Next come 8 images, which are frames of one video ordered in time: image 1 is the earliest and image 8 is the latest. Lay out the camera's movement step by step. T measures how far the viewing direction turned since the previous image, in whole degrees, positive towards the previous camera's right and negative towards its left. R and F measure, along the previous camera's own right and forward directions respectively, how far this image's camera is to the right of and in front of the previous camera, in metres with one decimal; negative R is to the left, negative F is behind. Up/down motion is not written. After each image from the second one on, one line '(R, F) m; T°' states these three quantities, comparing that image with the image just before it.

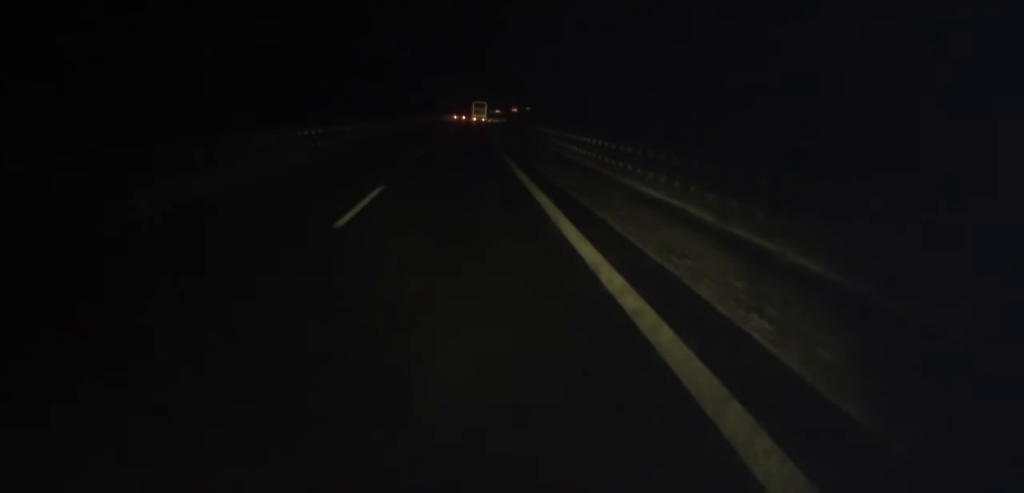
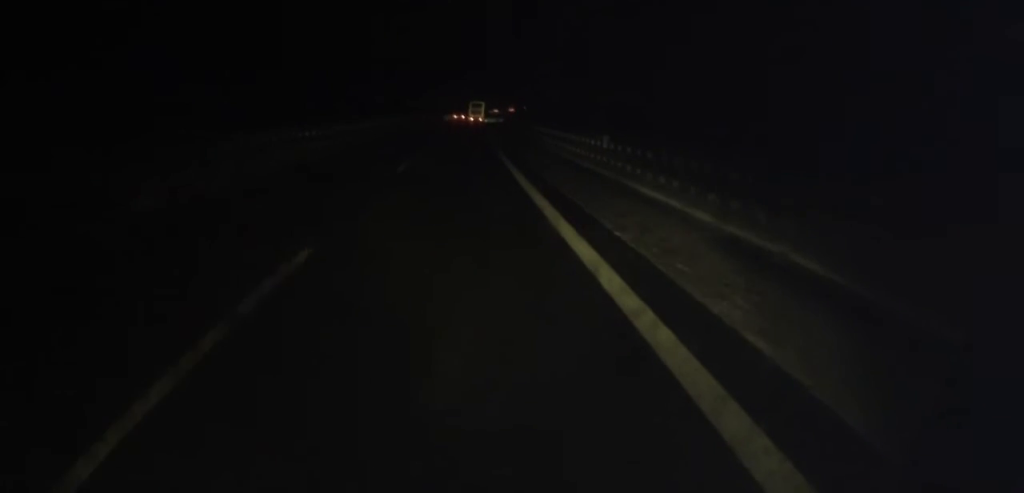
(-0.1, +26.1) m; +1°
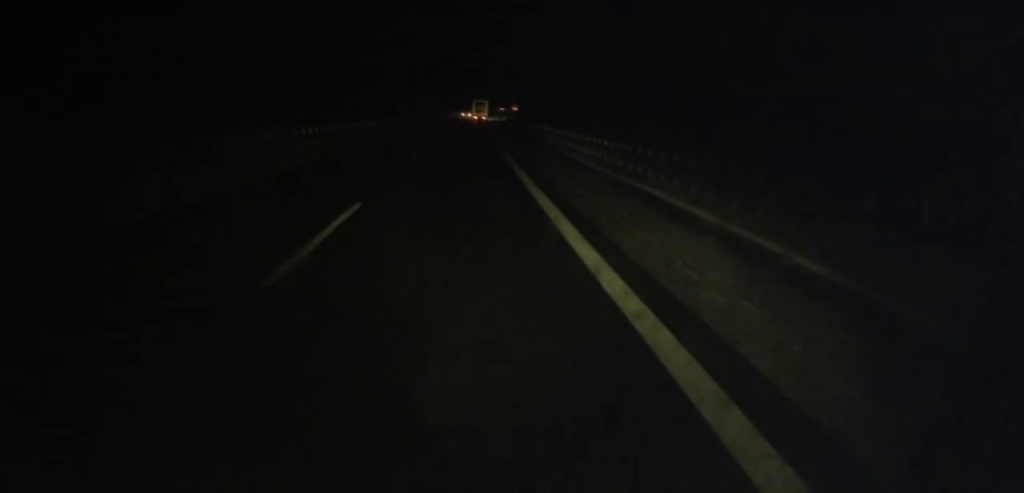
(+0.6, +32.7) m; +1°
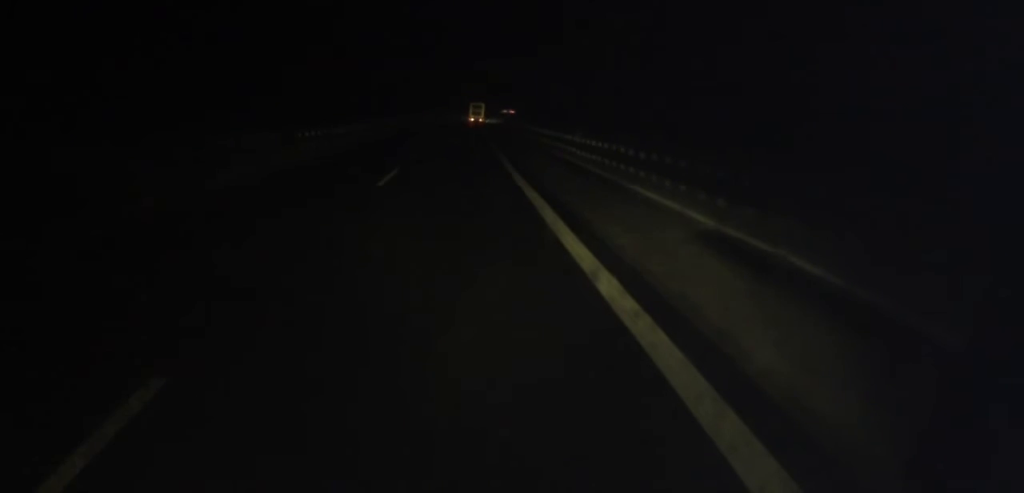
(+0.1, +67.4) m; +1°
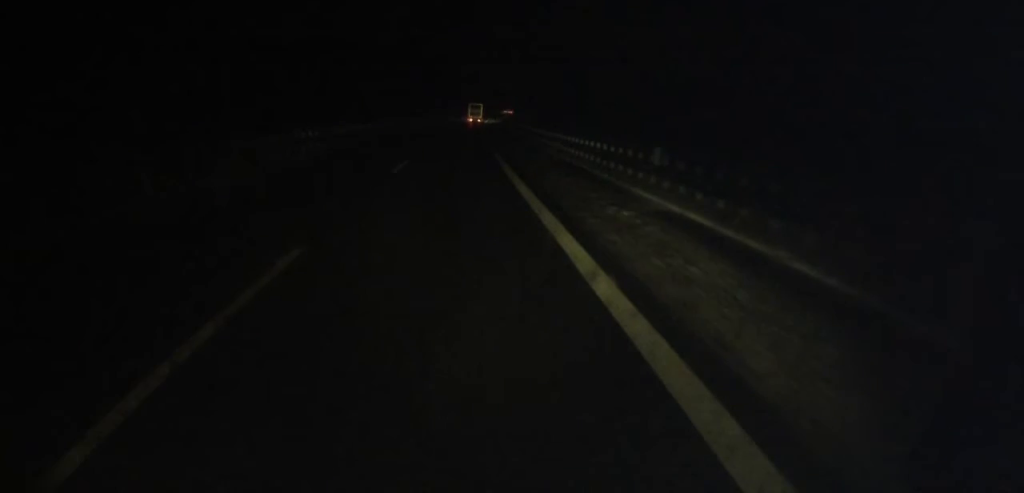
(+0.1, +15.3) m; +1°
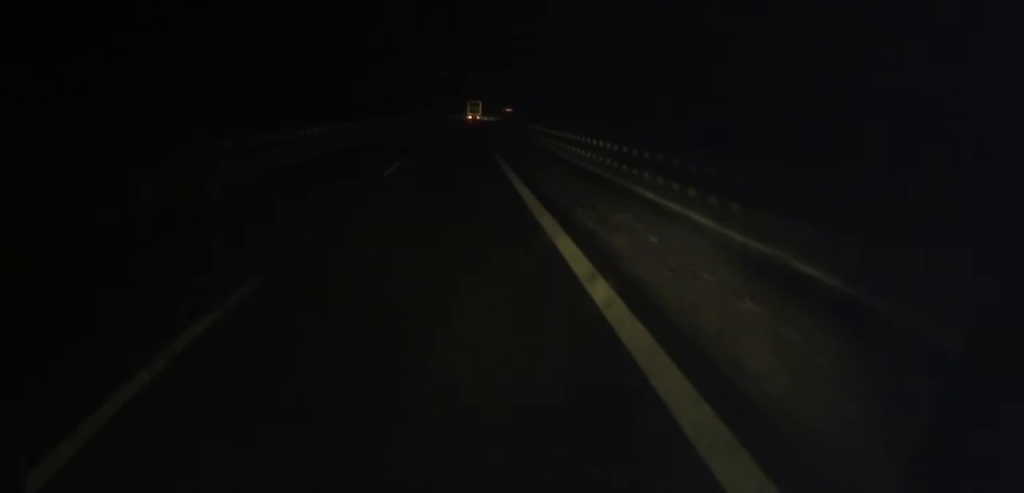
(+0.2, +23.6) m; +1°
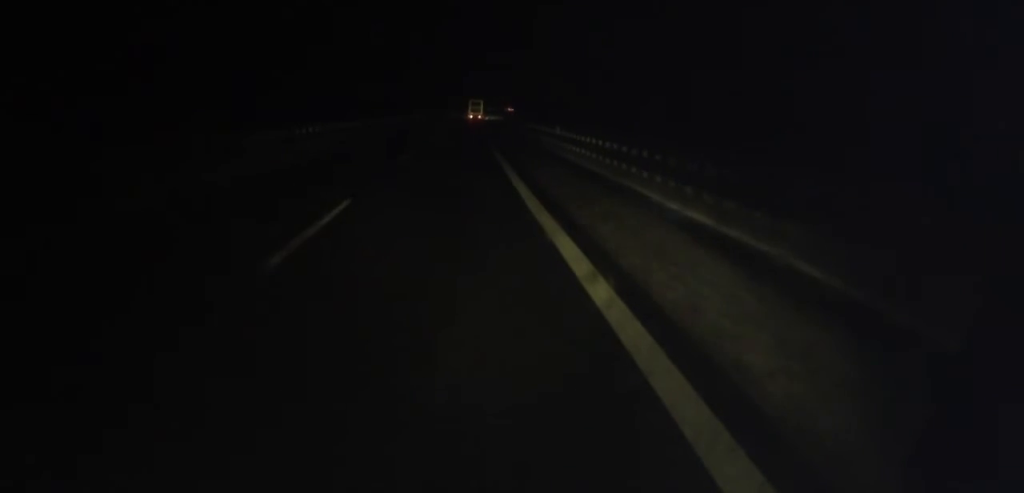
(0.0, +12.7) m; 0°
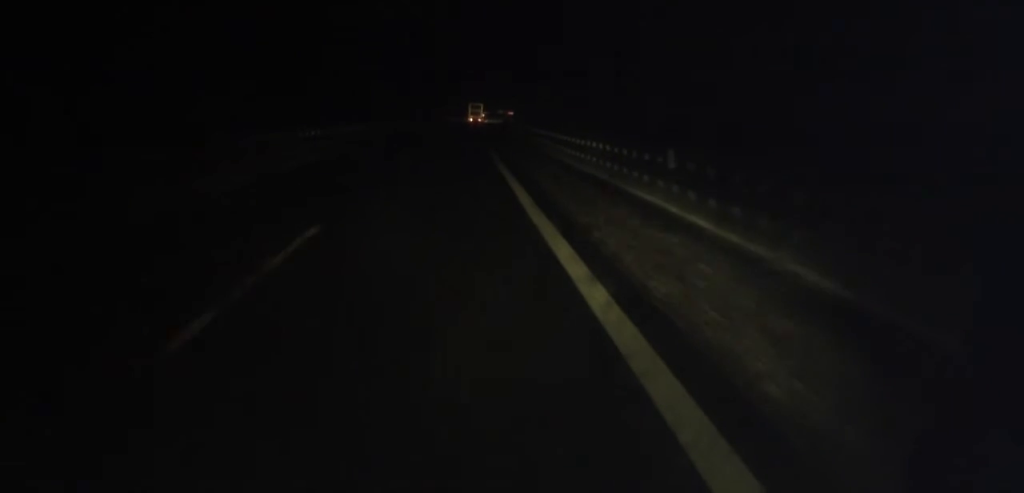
(+0.1, +21.1) m; +1°
